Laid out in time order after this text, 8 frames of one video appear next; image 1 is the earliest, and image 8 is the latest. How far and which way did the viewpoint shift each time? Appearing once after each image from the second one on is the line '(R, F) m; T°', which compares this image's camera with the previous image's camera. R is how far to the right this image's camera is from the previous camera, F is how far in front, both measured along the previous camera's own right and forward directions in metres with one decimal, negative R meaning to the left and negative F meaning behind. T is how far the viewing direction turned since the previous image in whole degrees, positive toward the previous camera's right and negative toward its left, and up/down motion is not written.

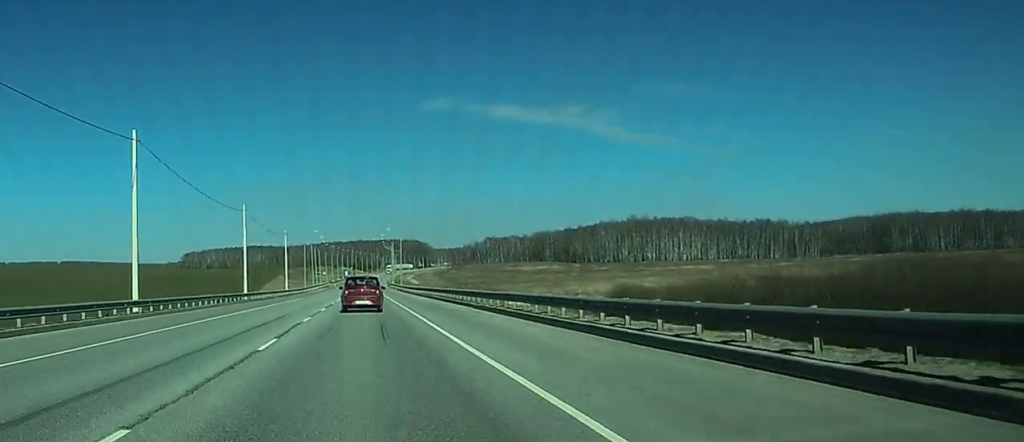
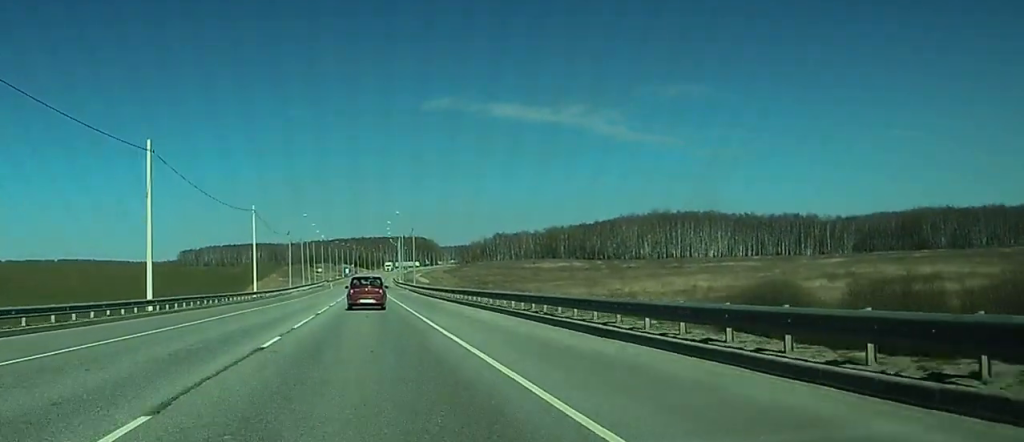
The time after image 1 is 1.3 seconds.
(-0.4, +35.1) m; -1°
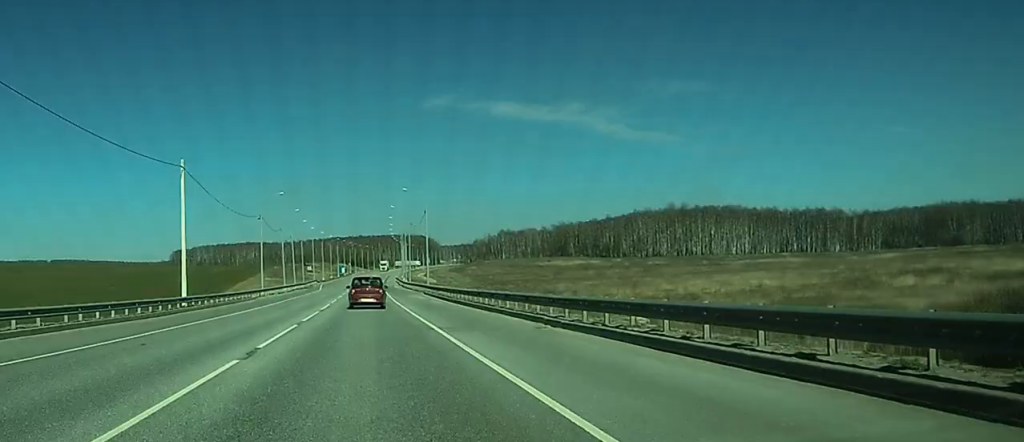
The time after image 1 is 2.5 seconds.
(0.0, +31.2) m; 0°
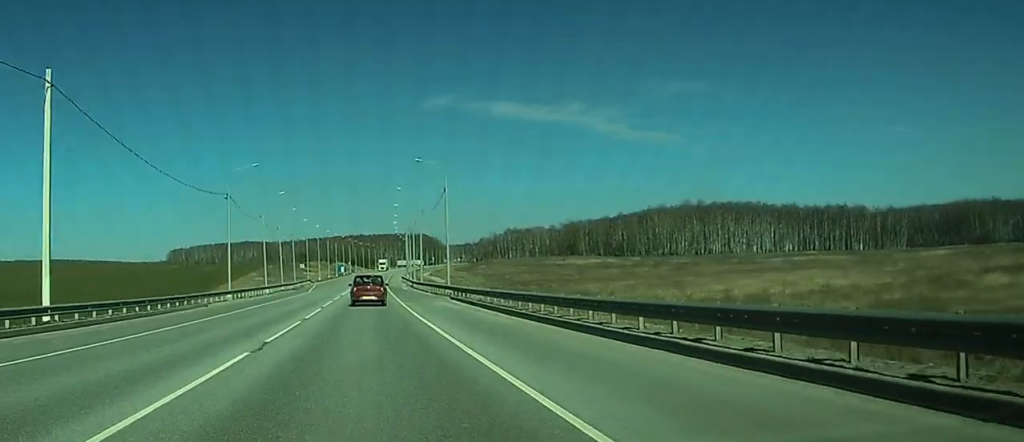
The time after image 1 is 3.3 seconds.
(+0.1, +22.6) m; +1°
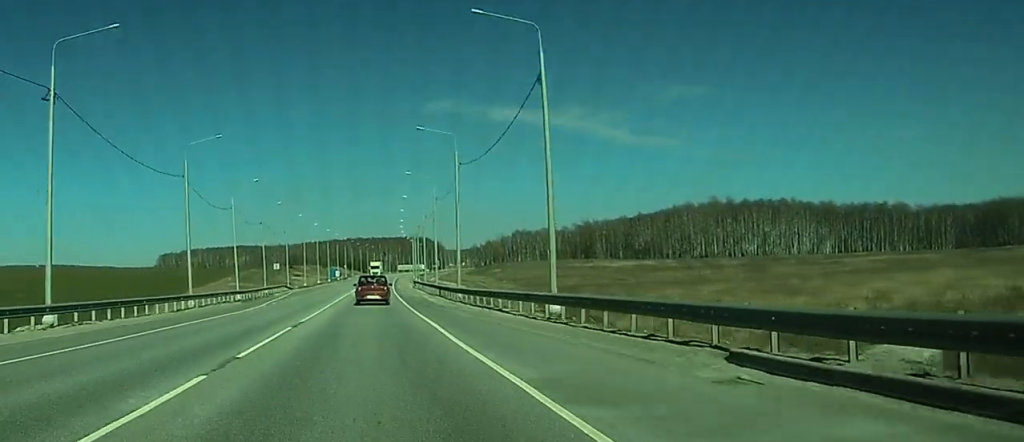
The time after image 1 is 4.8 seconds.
(+1.0, +40.3) m; +2°
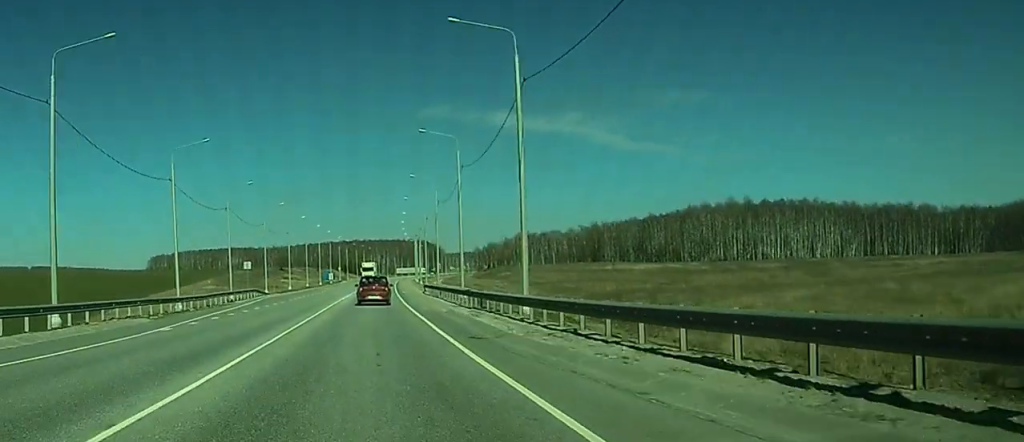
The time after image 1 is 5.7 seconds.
(0.0, +24.1) m; 0°
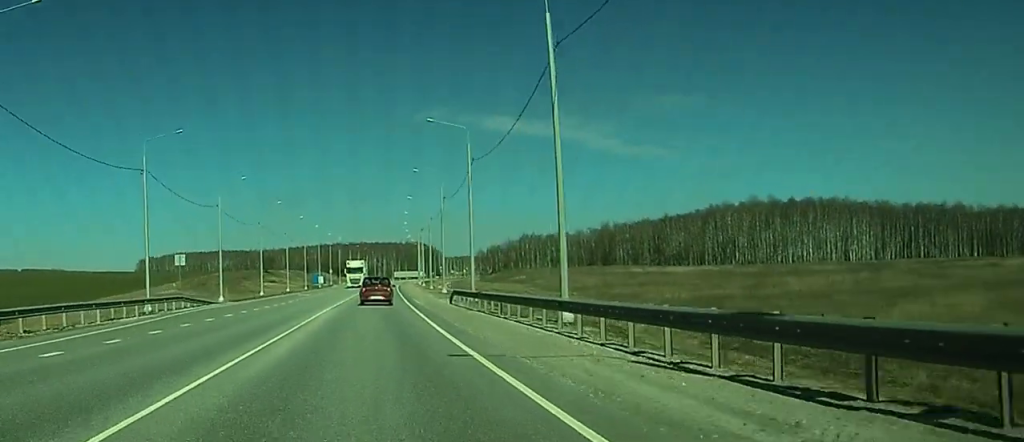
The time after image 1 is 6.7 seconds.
(0.0, +29.7) m; 0°
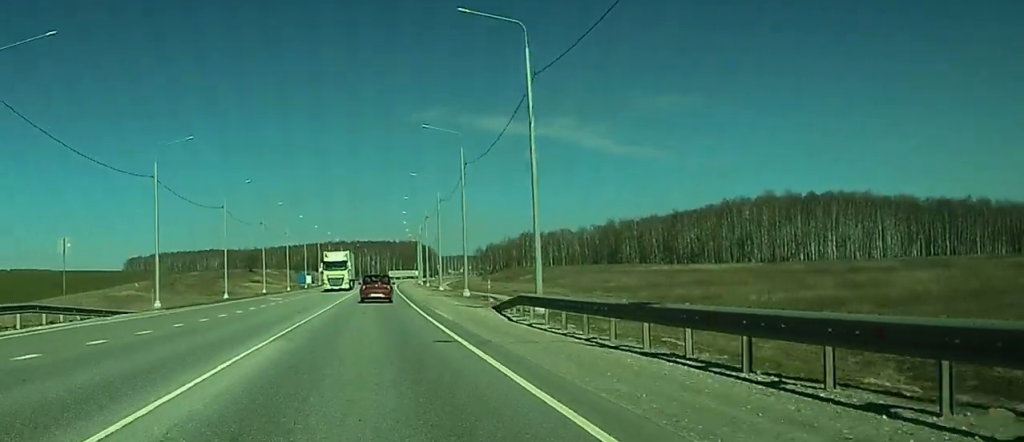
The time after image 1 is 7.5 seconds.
(0.0, +21.4) m; 0°
